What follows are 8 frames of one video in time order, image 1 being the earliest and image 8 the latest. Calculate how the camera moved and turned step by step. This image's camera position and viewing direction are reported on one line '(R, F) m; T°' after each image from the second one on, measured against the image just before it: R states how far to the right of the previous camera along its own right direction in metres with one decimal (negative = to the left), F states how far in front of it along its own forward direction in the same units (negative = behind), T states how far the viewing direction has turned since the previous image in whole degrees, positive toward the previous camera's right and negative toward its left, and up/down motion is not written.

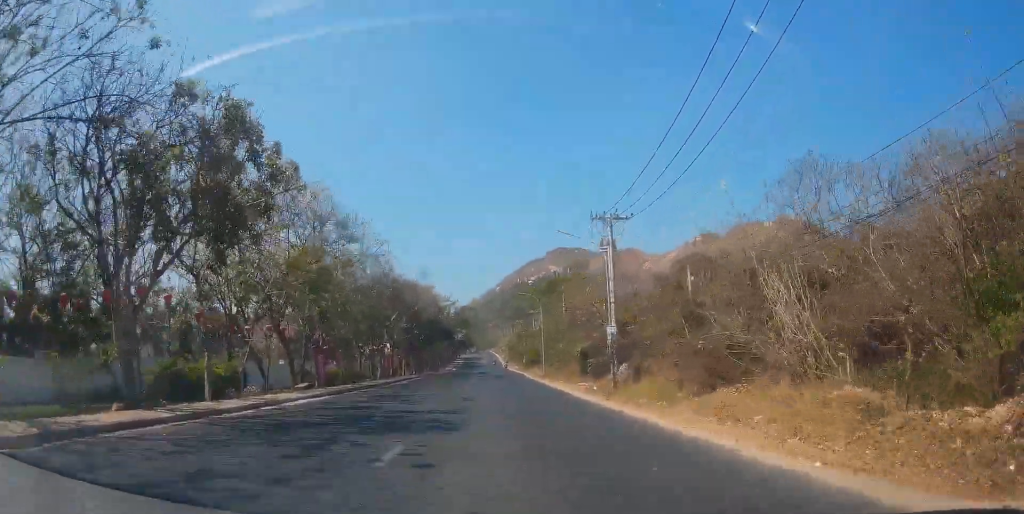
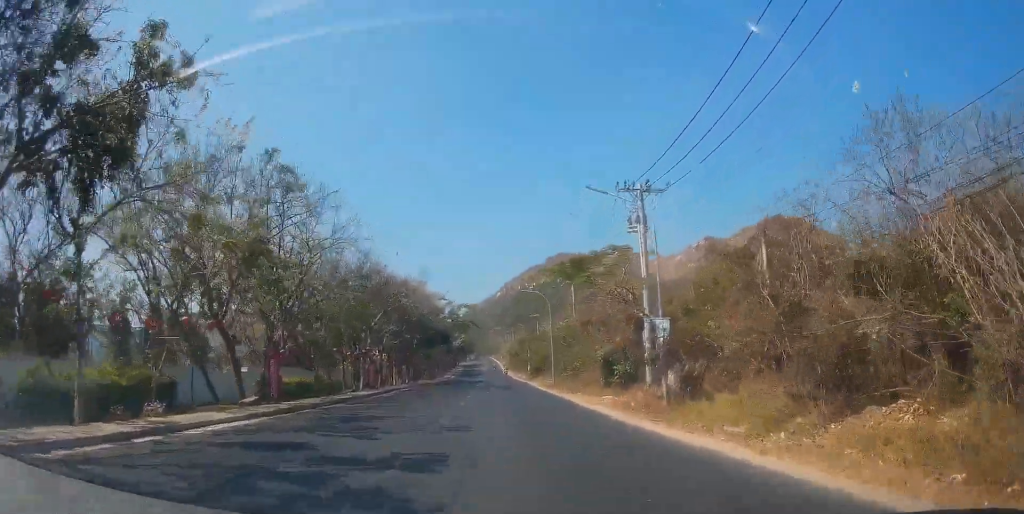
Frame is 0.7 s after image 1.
(+0.3, +7.9) m; +1°
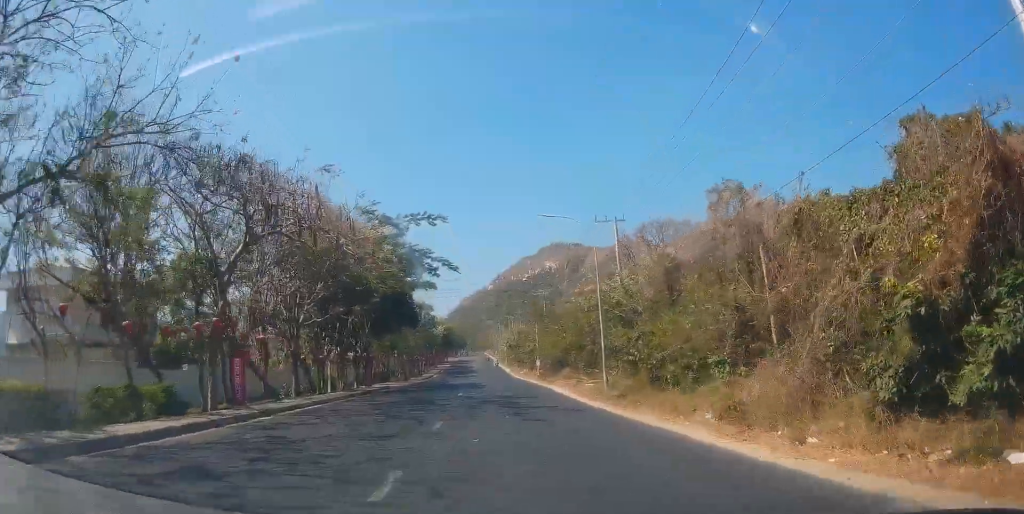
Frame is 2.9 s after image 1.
(0.0, +25.4) m; -1°
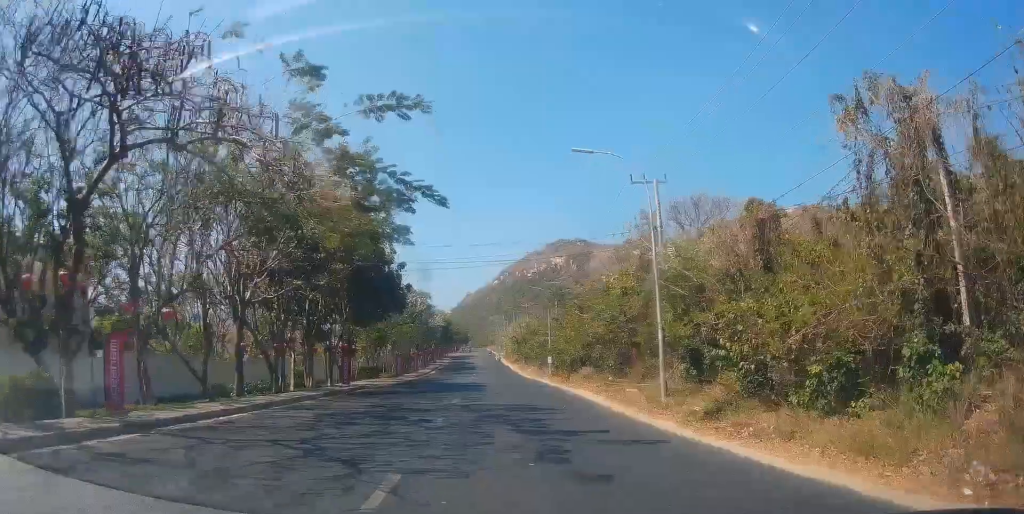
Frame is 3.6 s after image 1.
(0.0, +8.6) m; +1°
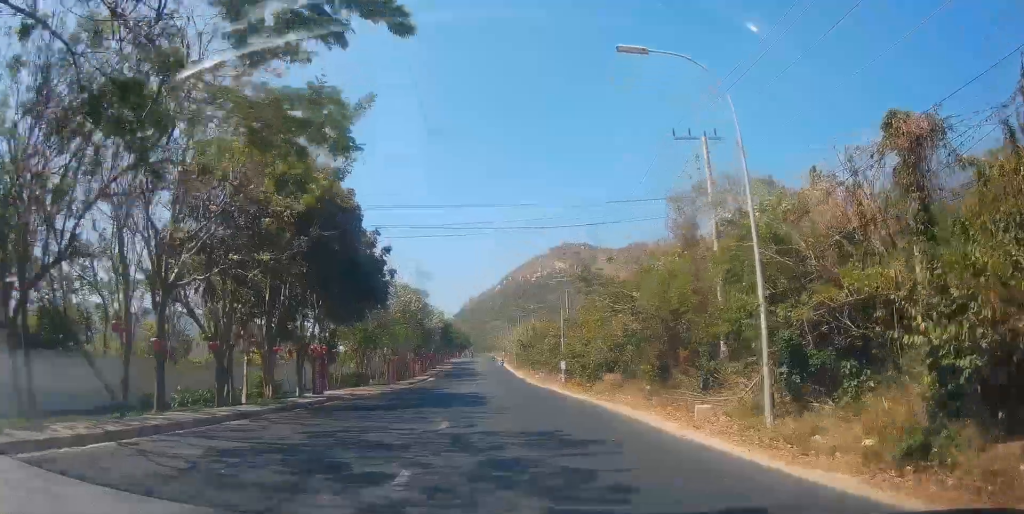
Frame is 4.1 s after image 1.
(-0.1, +7.1) m; +1°
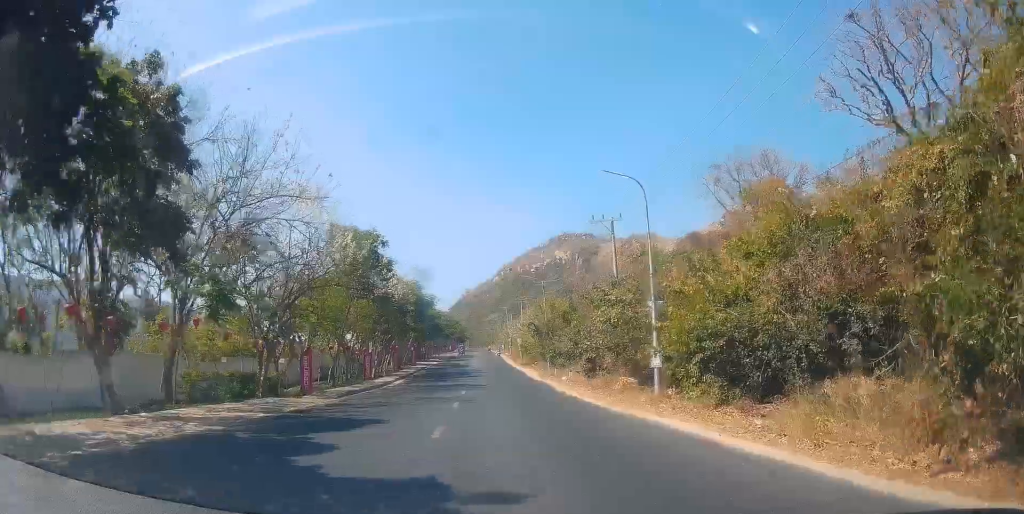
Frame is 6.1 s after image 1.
(-0.5, +25.8) m; +1°
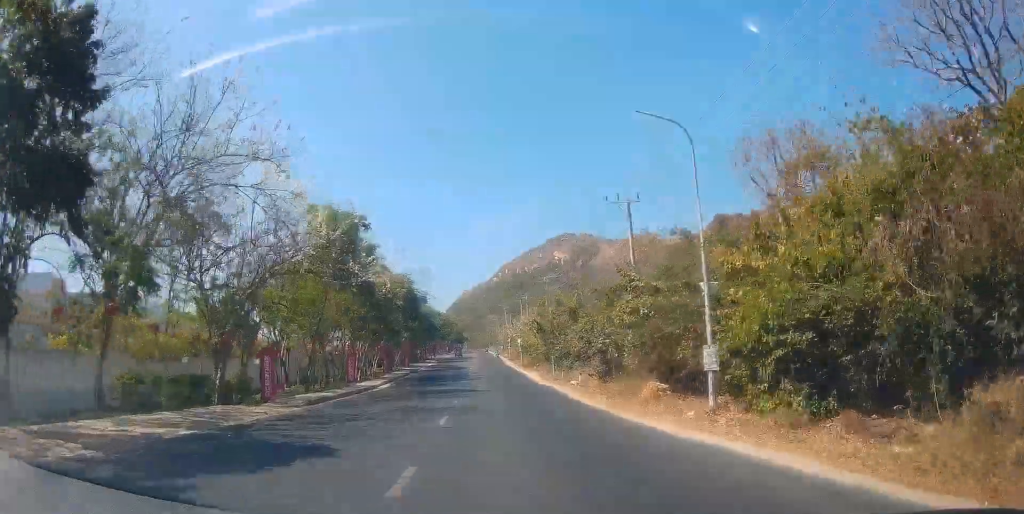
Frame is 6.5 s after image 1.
(+0.5, +5.4) m; 0°
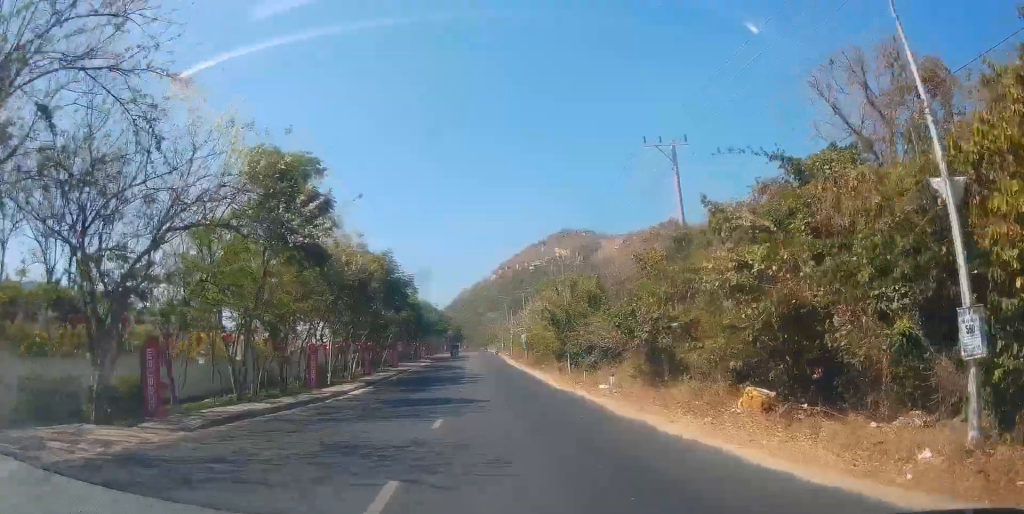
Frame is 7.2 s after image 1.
(+0.5, +9.4) m; 0°
